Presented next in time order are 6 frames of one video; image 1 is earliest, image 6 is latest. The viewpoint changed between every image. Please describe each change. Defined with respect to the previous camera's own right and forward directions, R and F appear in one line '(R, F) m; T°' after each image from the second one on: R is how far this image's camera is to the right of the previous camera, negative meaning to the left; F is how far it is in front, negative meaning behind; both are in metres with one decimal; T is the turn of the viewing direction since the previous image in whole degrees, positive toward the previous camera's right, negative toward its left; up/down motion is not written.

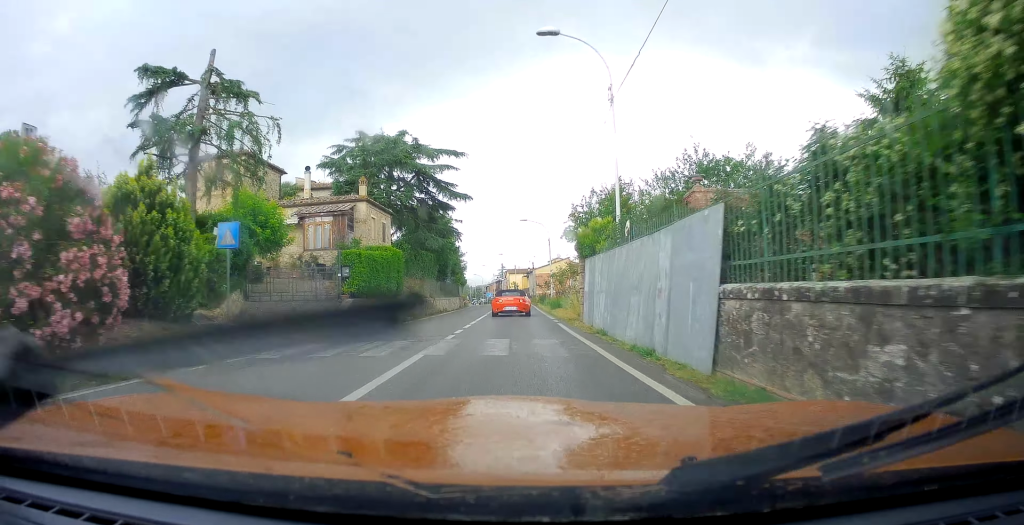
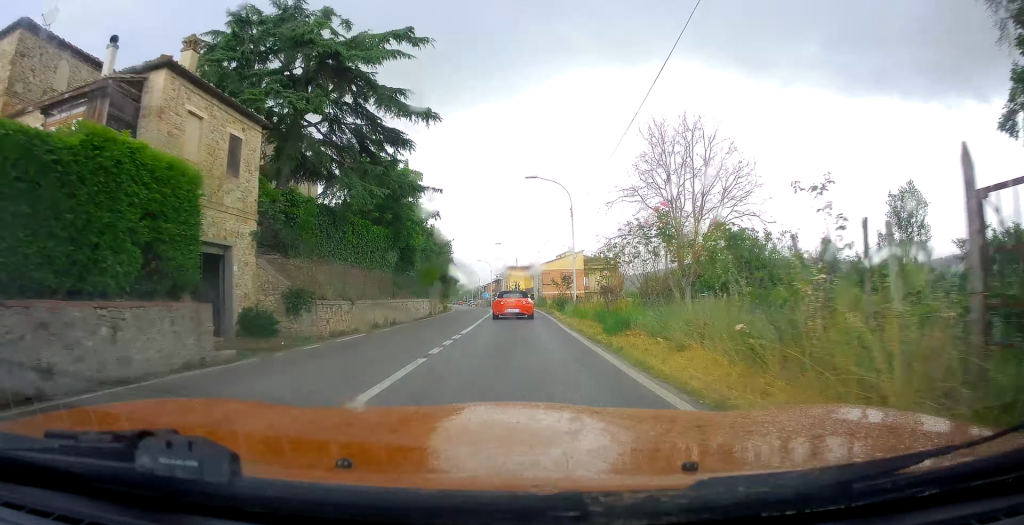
(-0.1, +19.8) m; +2°
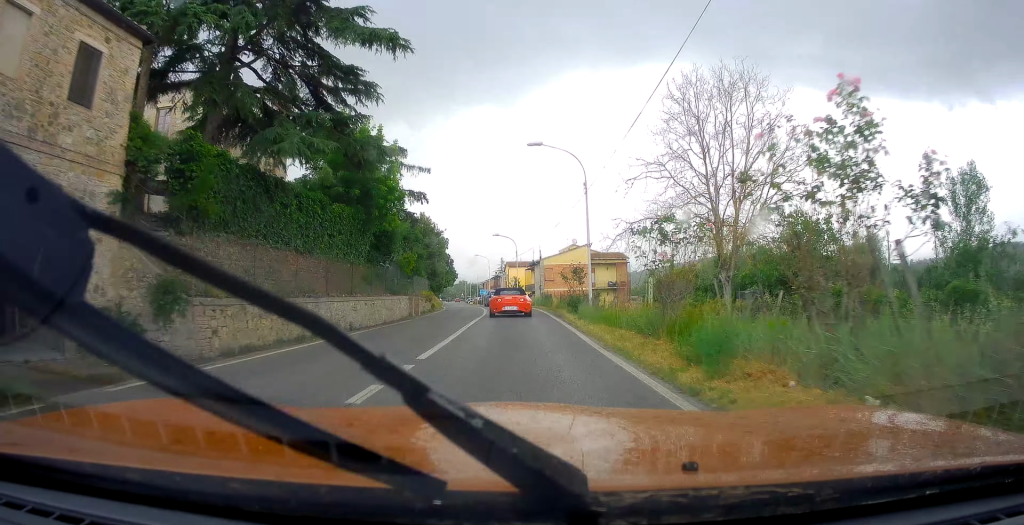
(+0.2, +7.0) m; +2°
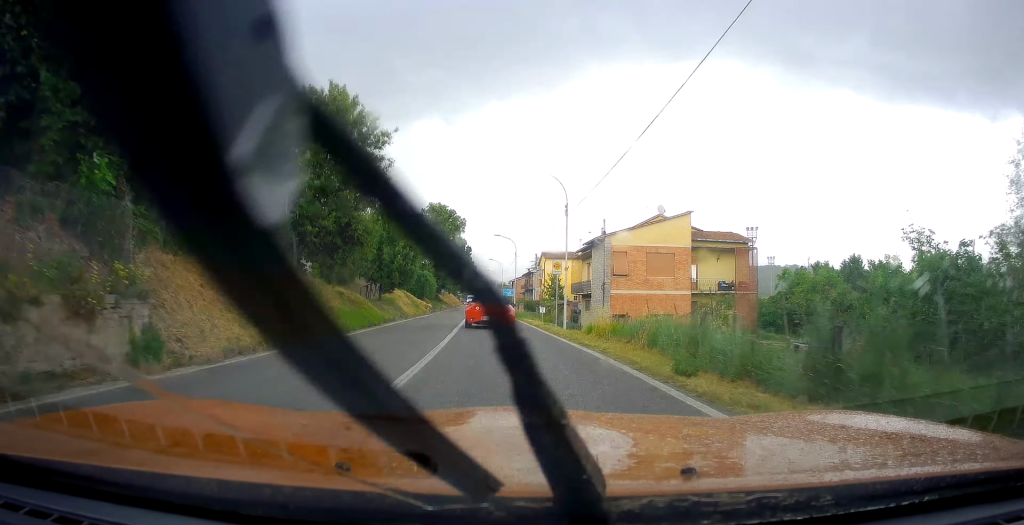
(-2.5, +34.9) m; -7°
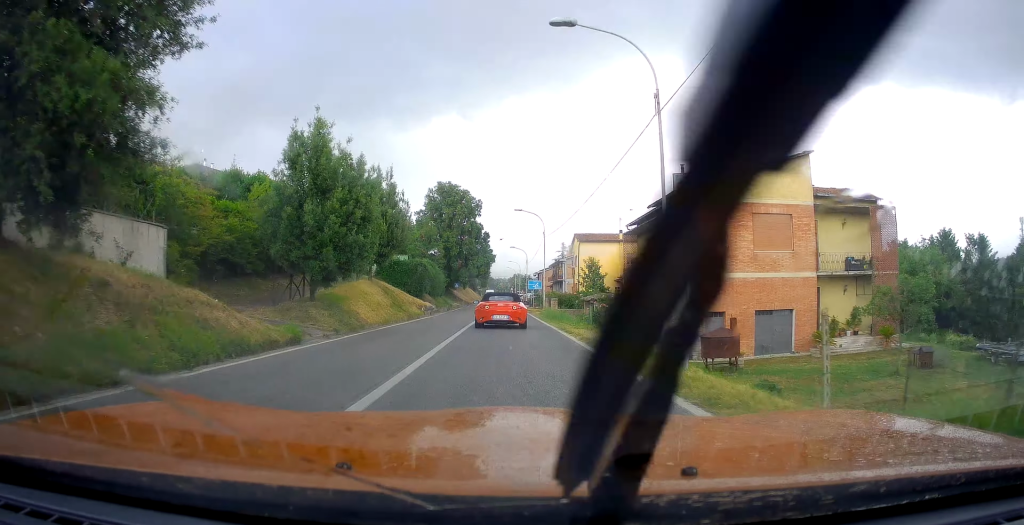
(0.0, +16.8) m; -2°
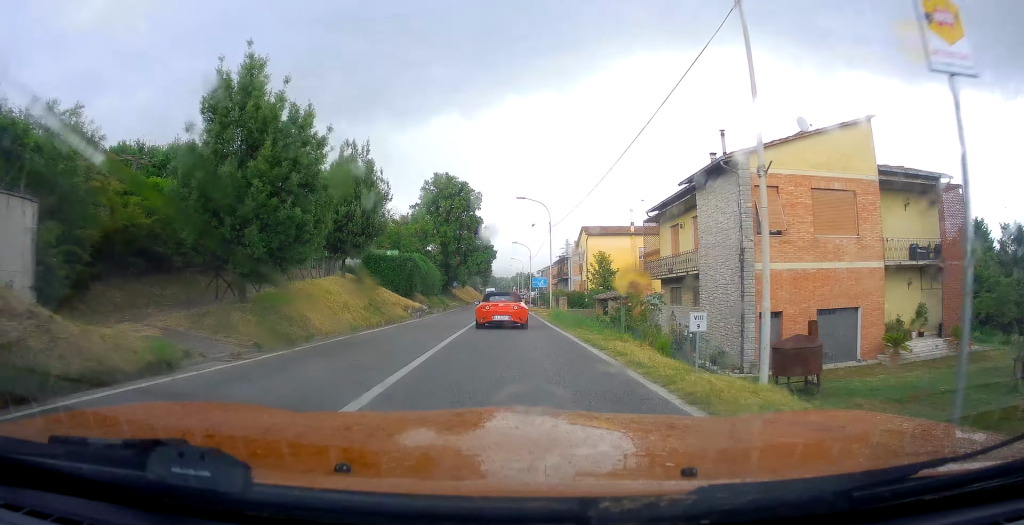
(-0.2, +5.9) m; -1°
